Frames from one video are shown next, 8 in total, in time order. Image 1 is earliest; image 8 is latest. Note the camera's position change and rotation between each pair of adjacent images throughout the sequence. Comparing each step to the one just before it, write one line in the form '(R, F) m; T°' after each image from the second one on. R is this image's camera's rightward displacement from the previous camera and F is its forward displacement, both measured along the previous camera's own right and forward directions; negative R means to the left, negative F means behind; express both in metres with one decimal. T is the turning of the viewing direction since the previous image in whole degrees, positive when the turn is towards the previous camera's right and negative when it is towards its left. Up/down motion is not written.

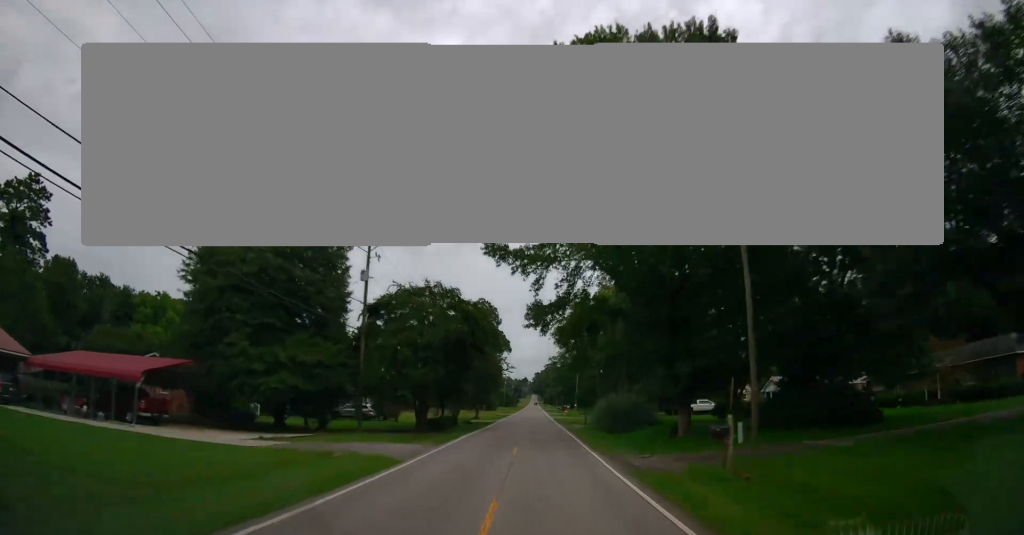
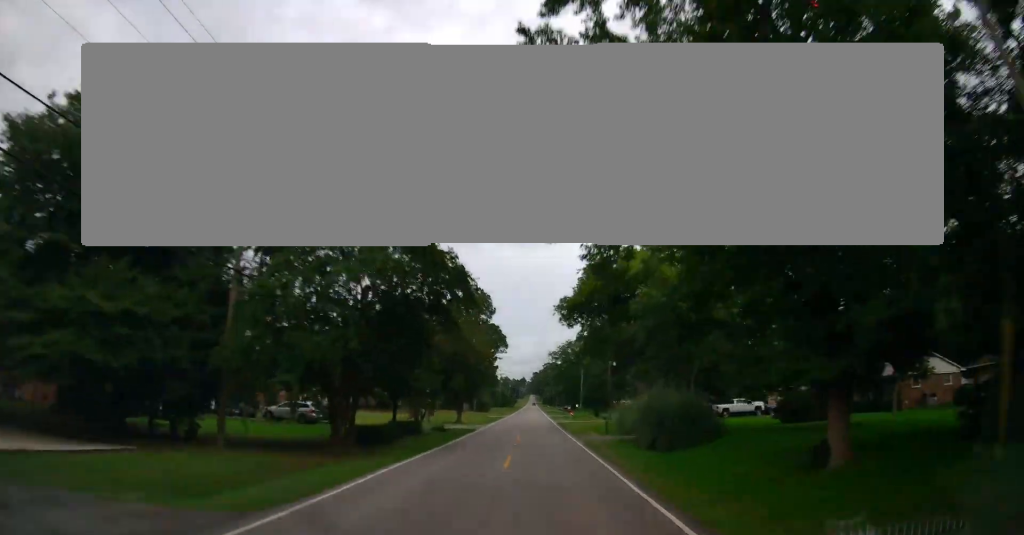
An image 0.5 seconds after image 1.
(-0.1, +15.6) m; 0°
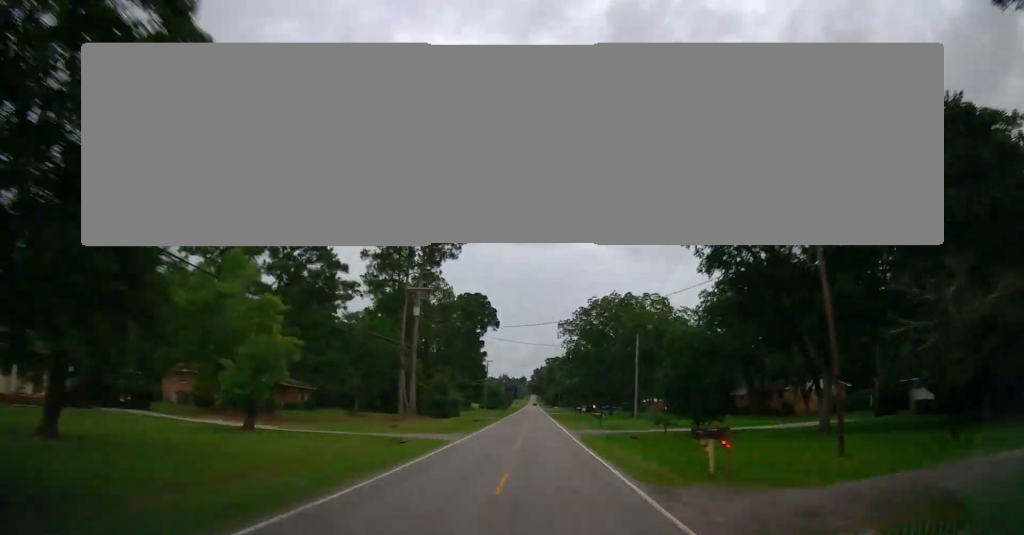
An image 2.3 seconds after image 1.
(0.0, +53.2) m; 0°
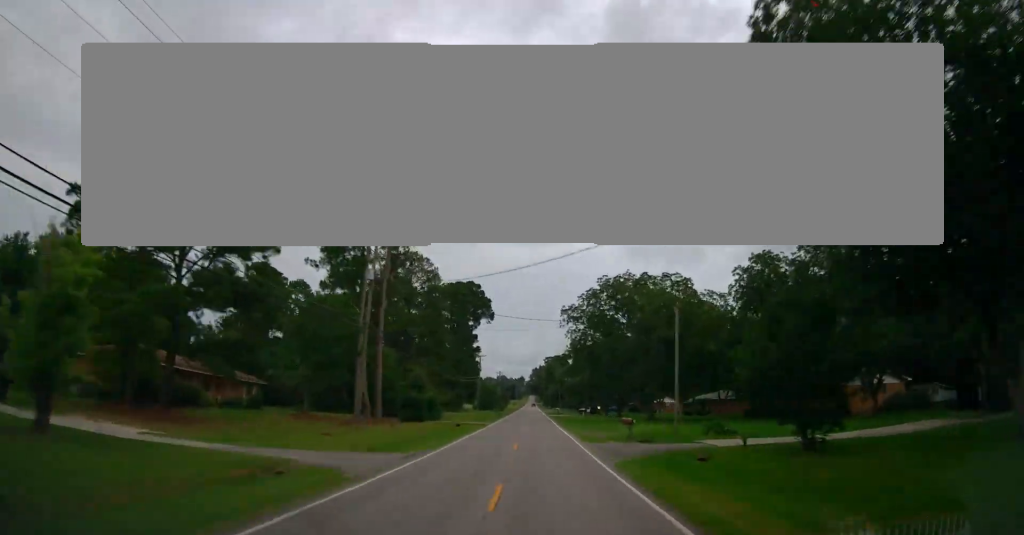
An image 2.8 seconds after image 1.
(0.0, +13.9) m; 0°
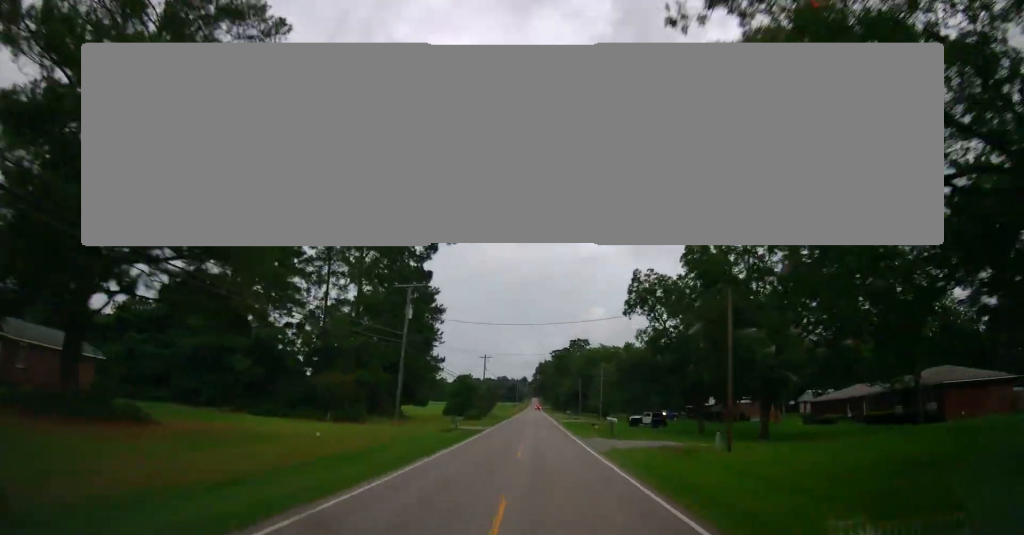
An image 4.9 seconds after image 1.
(+0.2, +63.4) m; 0°
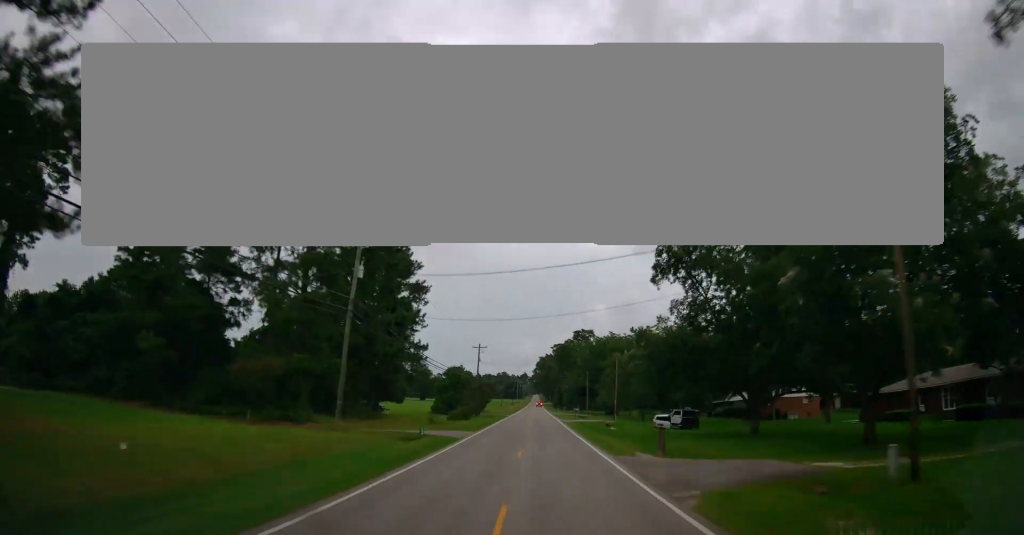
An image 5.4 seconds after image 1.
(+0.2, +12.8) m; 0°
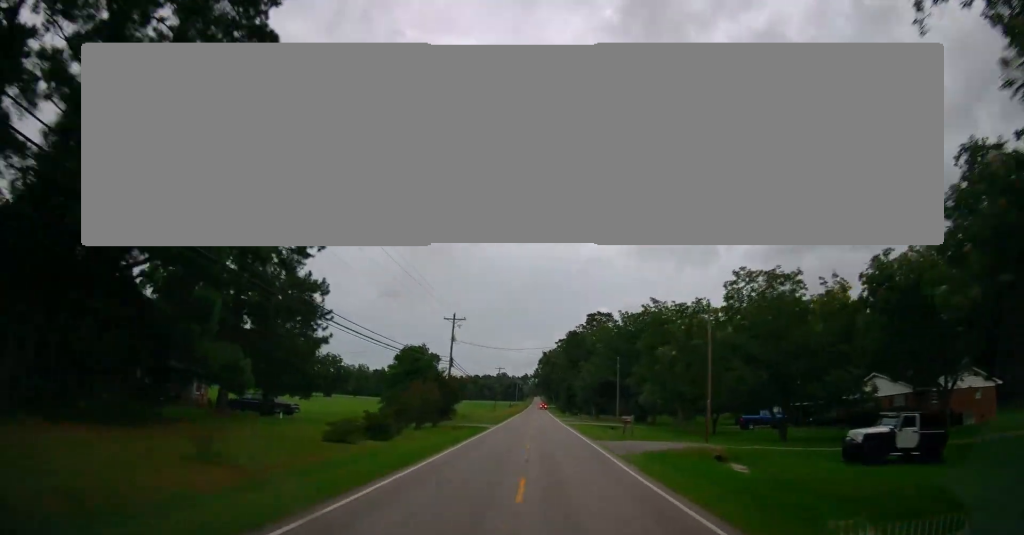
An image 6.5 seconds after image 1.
(-0.5, +32.5) m; 0°
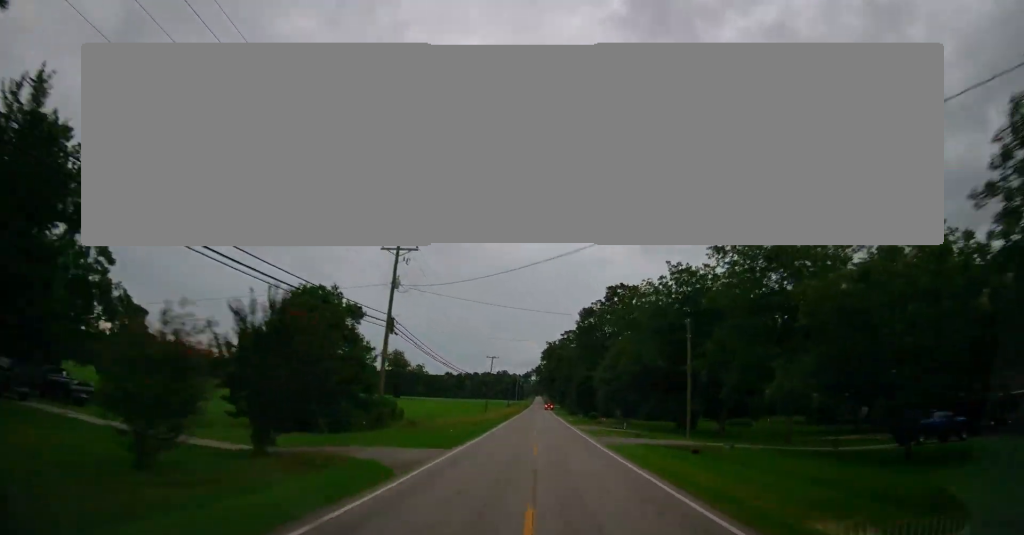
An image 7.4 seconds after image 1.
(+0.4, +27.5) m; 0°
